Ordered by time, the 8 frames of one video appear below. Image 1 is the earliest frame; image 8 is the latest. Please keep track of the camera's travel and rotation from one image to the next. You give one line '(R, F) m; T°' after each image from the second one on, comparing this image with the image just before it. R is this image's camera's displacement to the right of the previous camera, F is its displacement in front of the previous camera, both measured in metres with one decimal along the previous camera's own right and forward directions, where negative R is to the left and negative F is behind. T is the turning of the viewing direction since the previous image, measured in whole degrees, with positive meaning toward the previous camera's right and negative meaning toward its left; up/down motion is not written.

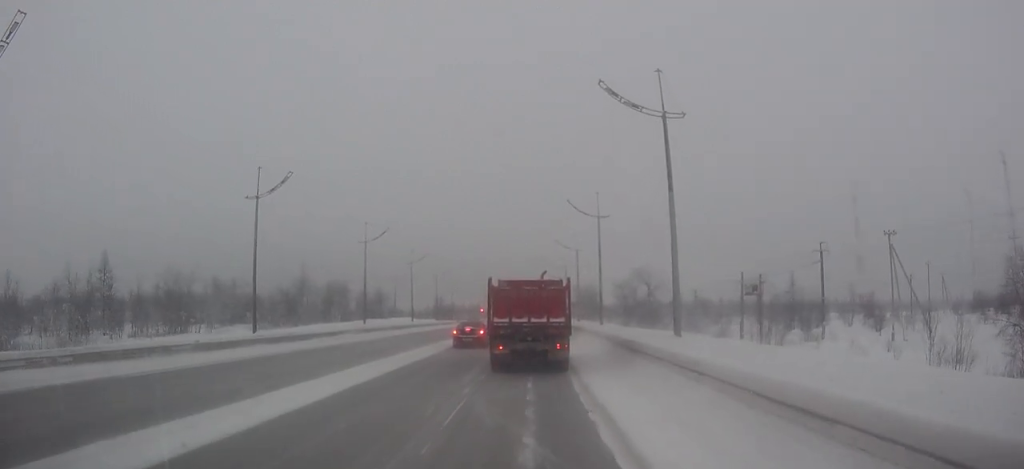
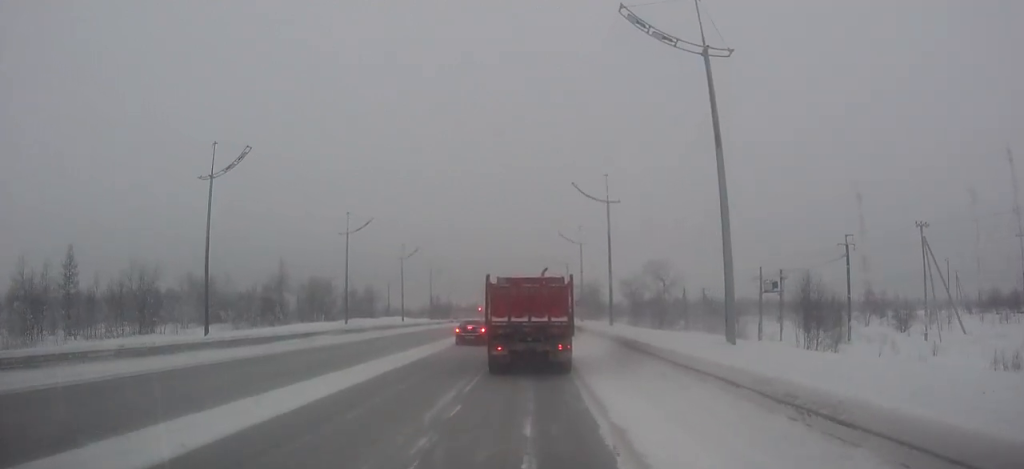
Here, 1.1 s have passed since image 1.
(0.0, +5.9) m; 0°
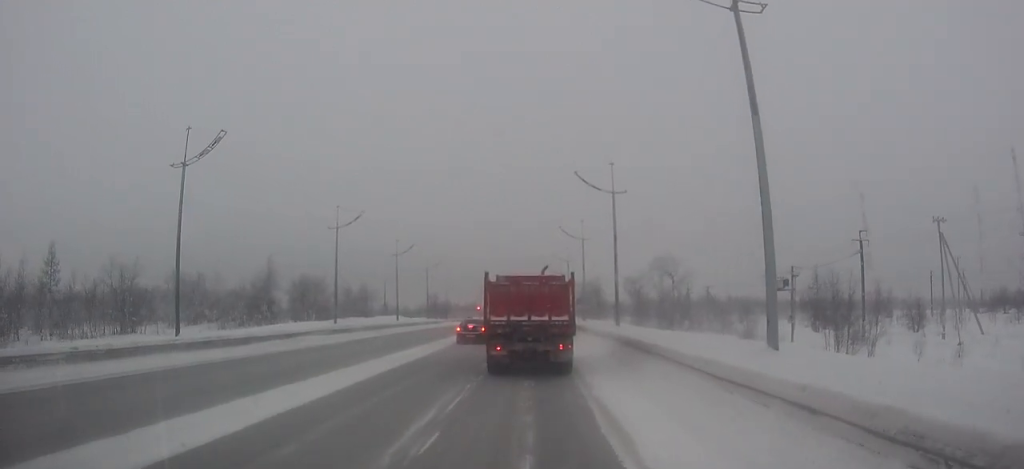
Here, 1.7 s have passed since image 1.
(0.0, +2.9) m; 0°
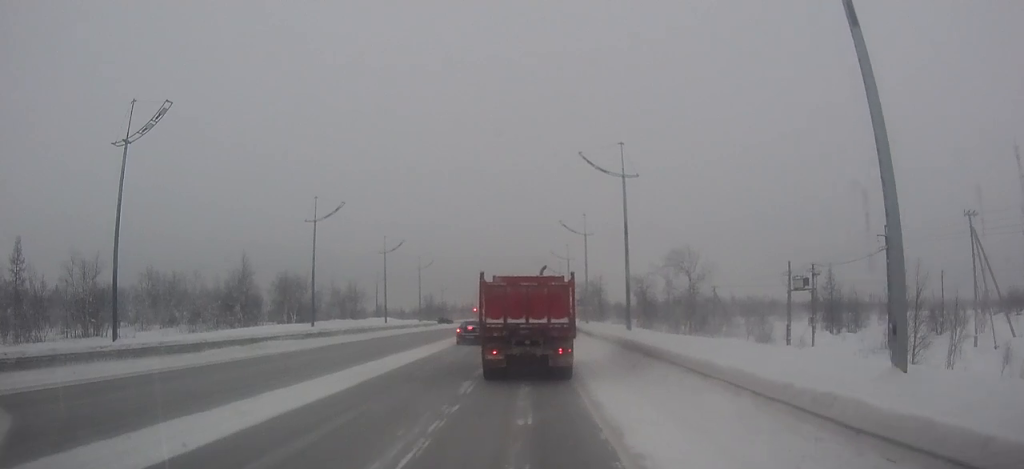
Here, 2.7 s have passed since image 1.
(0.0, +4.9) m; 0°
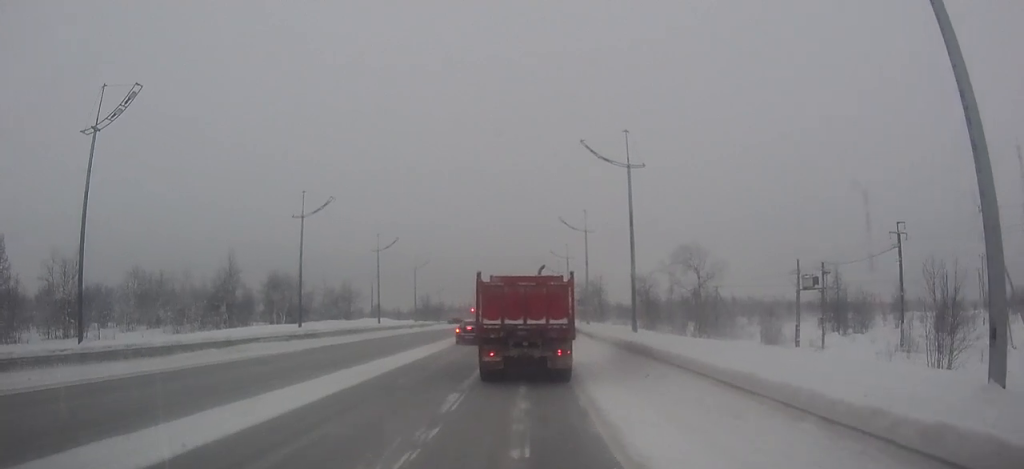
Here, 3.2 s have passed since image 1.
(0.0, +2.2) m; 0°
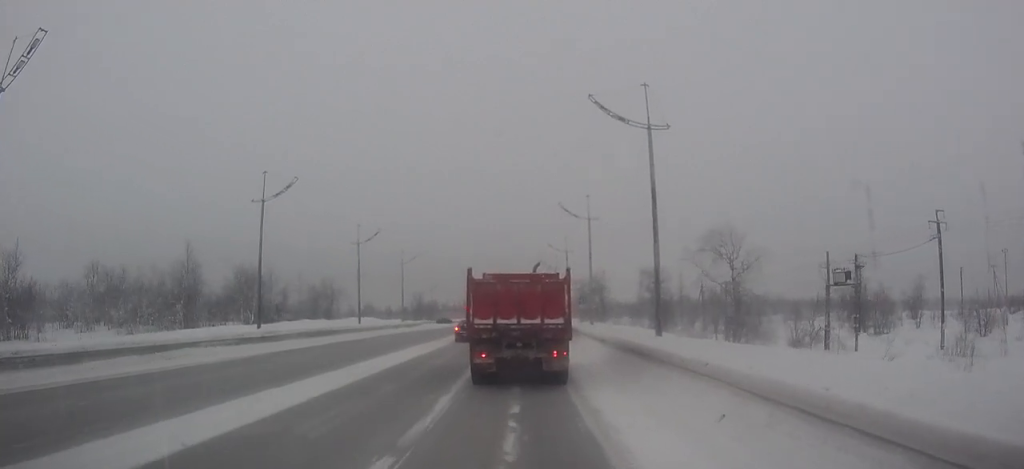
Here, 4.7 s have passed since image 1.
(0.0, +6.3) m; 0°
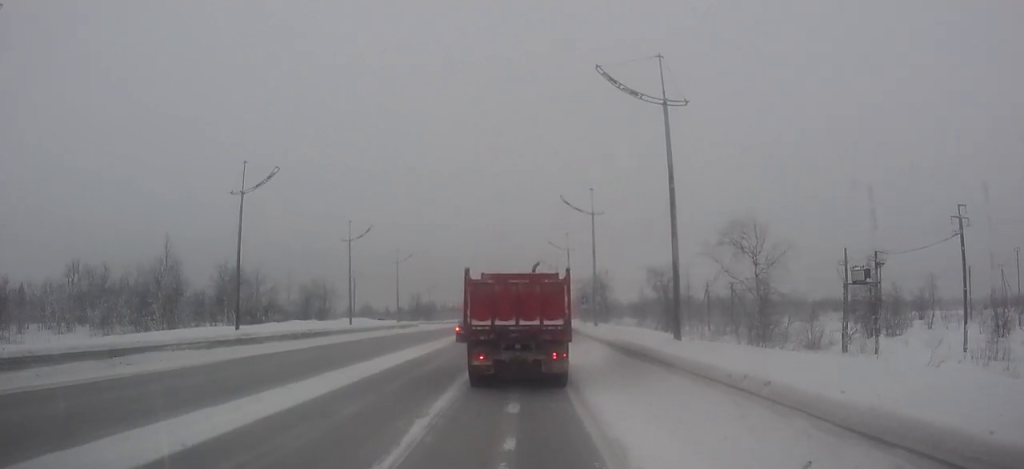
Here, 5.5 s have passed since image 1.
(0.0, +2.9) m; 0°
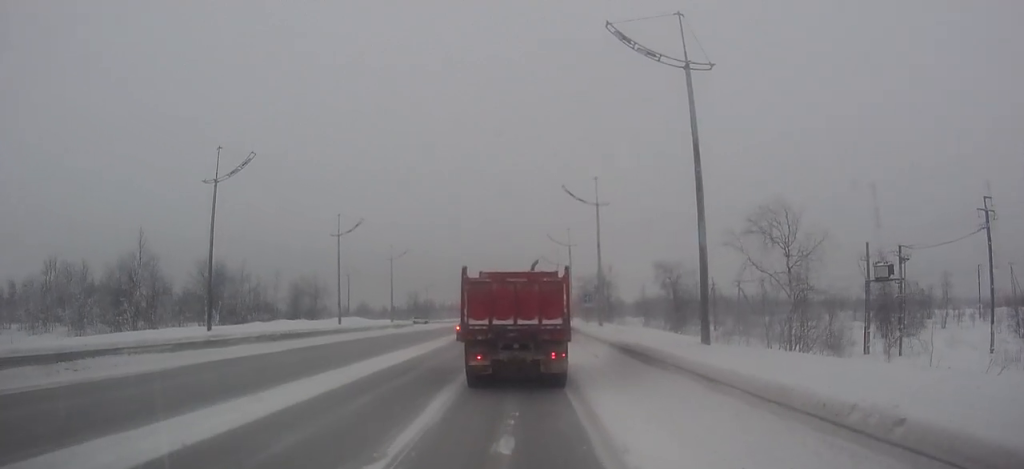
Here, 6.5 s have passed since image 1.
(0.0, +3.2) m; 0°
